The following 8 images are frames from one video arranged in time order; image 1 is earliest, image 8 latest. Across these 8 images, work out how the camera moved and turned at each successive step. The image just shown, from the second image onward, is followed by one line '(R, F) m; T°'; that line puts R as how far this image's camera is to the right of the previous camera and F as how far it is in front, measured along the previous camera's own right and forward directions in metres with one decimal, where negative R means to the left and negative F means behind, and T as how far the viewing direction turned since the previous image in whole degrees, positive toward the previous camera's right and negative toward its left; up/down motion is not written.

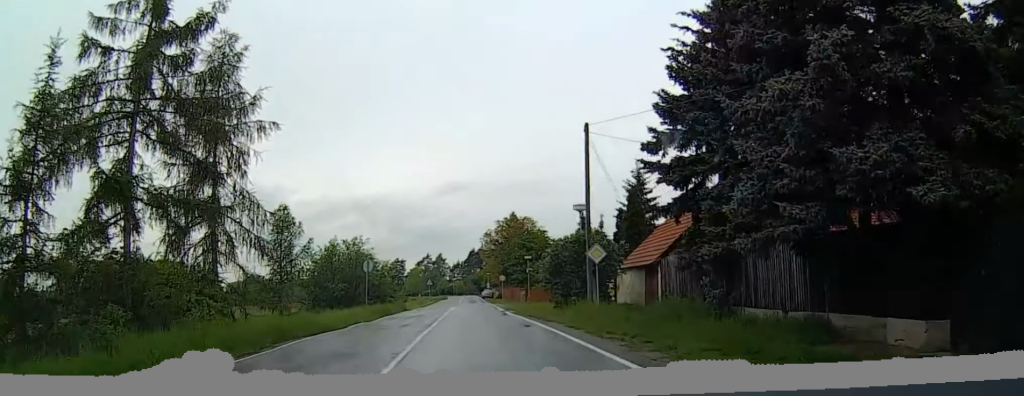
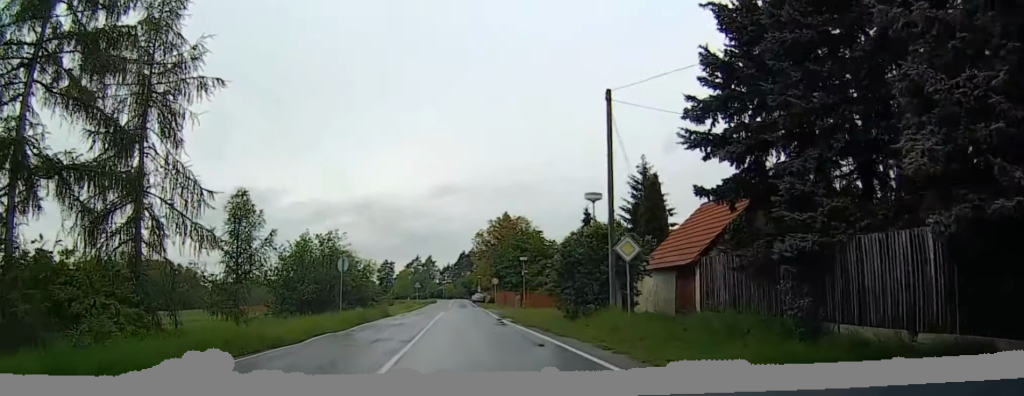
(+0.5, +5.0) m; +2°
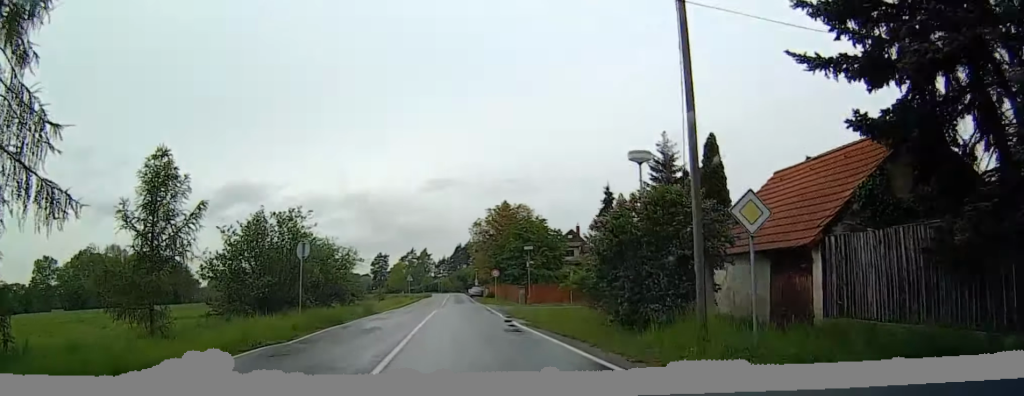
(+0.4, +7.5) m; +3°
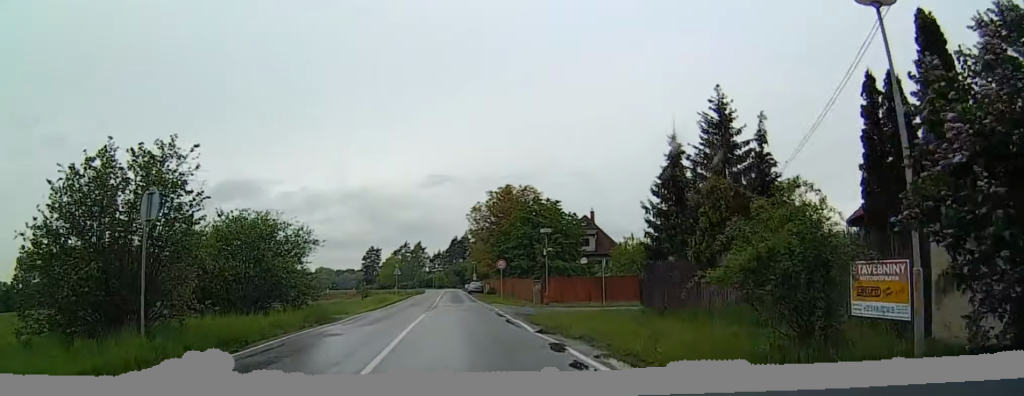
(0.0, +12.8) m; 0°
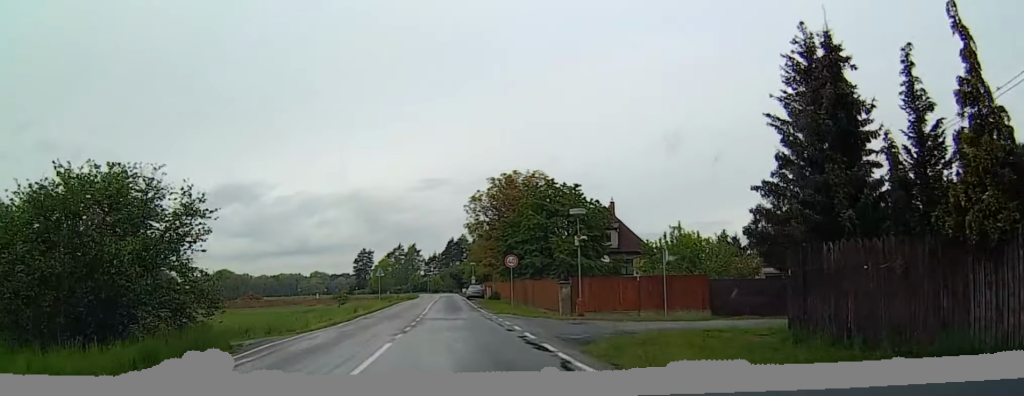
(0.0, +12.8) m; 0°
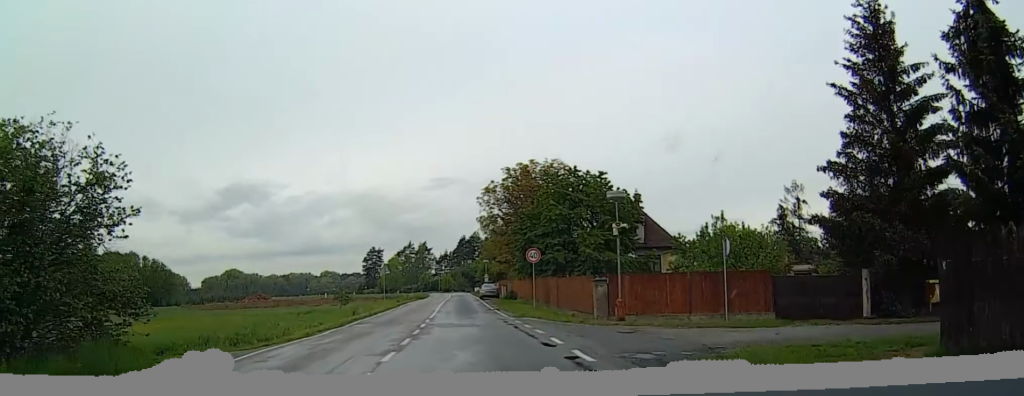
(0.0, +5.4) m; 0°
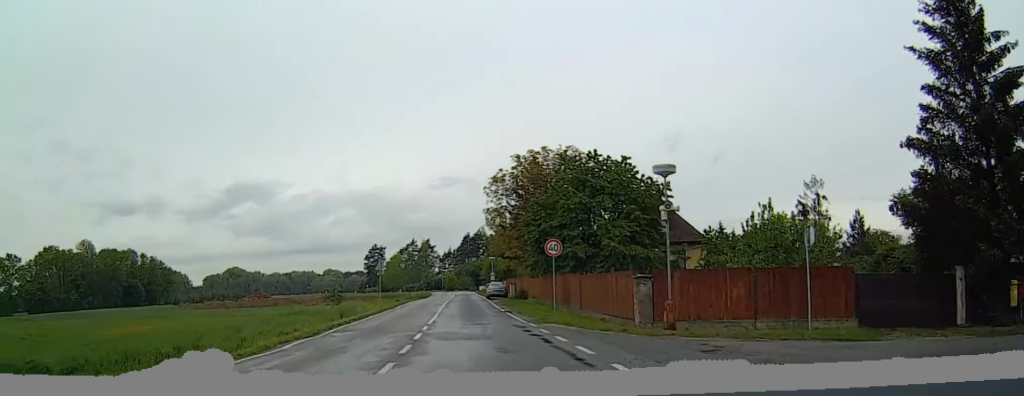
(0.0, +5.6) m; 0°
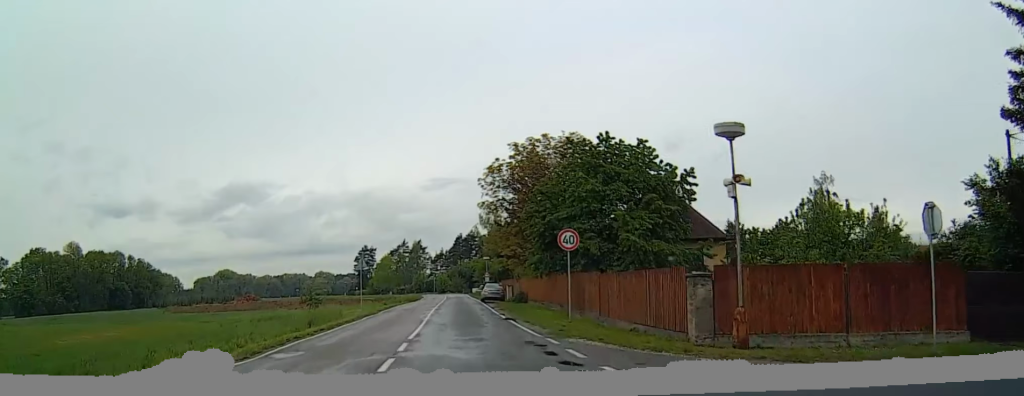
(0.0, +5.8) m; 0°
